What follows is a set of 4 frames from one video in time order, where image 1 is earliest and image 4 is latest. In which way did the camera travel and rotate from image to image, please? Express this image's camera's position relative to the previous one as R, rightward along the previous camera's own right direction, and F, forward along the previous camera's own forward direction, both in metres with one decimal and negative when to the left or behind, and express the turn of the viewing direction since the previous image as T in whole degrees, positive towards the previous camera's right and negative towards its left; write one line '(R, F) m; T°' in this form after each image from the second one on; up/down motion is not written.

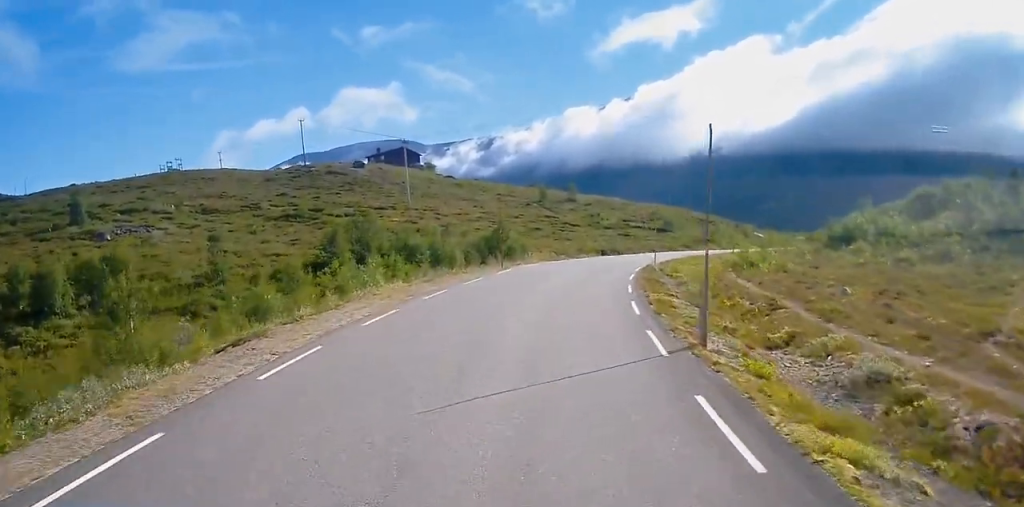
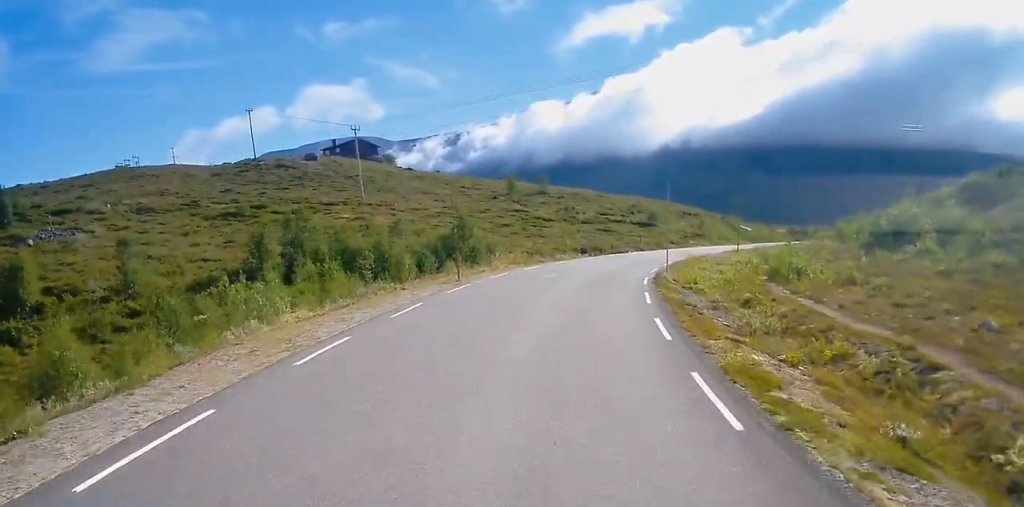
(+0.3, +10.7) m; +3°
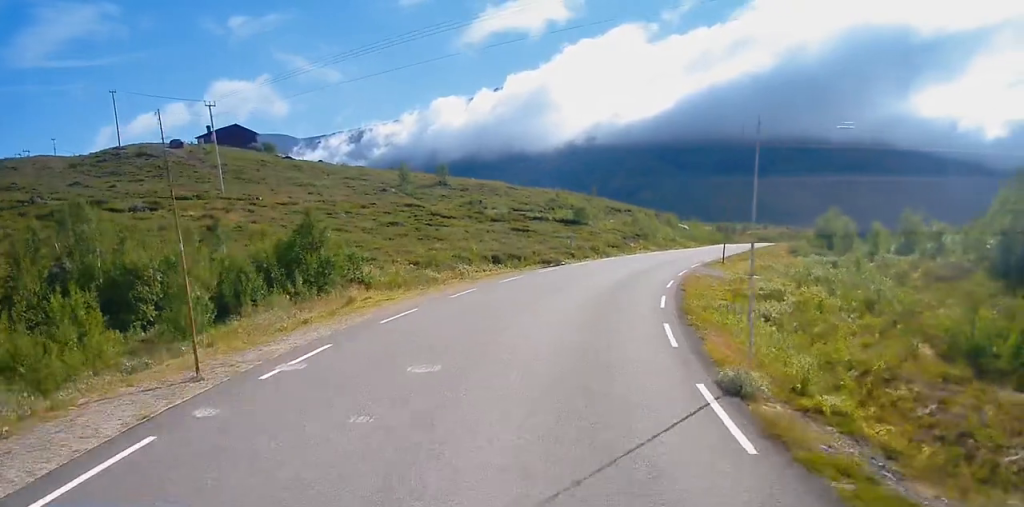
(+0.7, +18.8) m; +6°
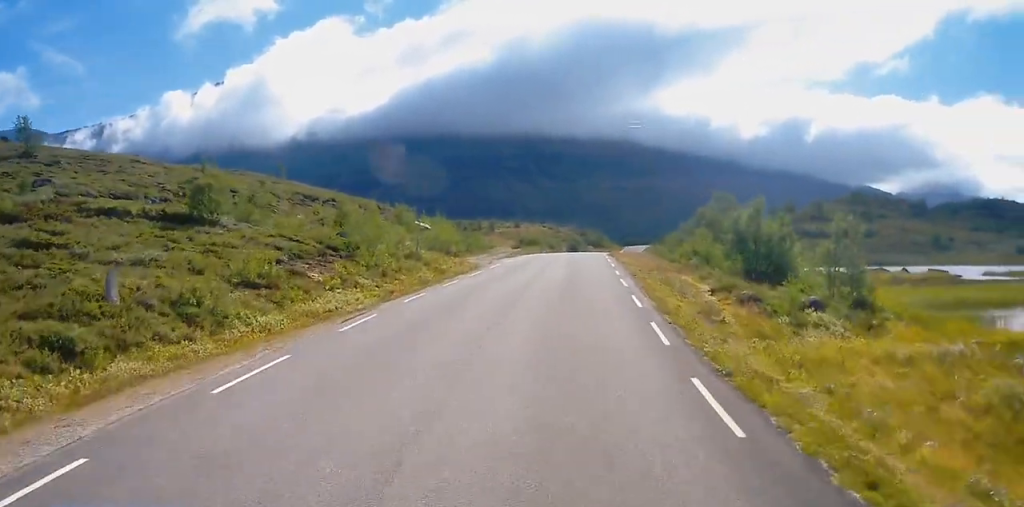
(+6.5, +41.1) m; +20°
